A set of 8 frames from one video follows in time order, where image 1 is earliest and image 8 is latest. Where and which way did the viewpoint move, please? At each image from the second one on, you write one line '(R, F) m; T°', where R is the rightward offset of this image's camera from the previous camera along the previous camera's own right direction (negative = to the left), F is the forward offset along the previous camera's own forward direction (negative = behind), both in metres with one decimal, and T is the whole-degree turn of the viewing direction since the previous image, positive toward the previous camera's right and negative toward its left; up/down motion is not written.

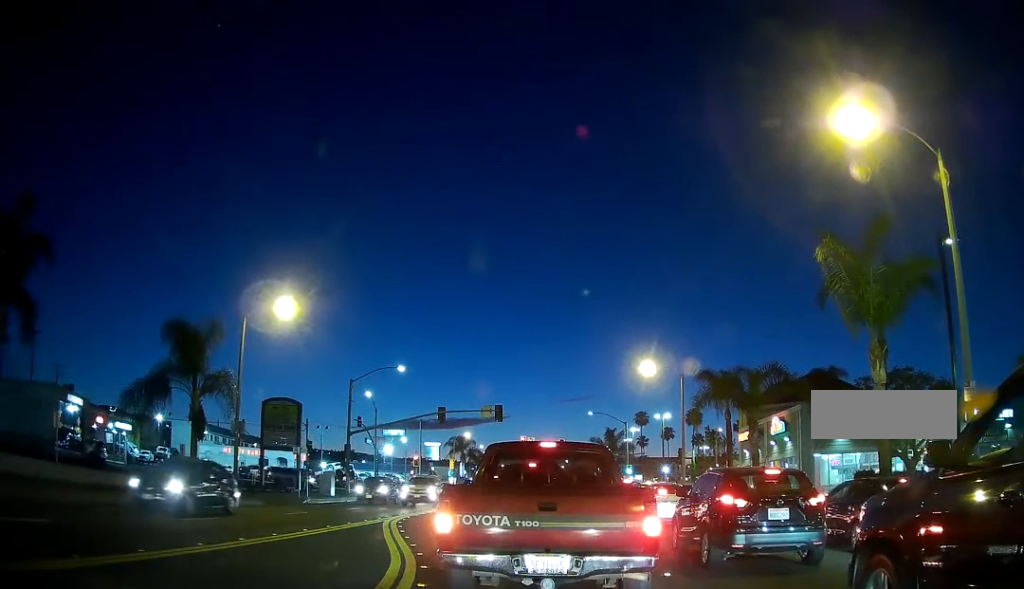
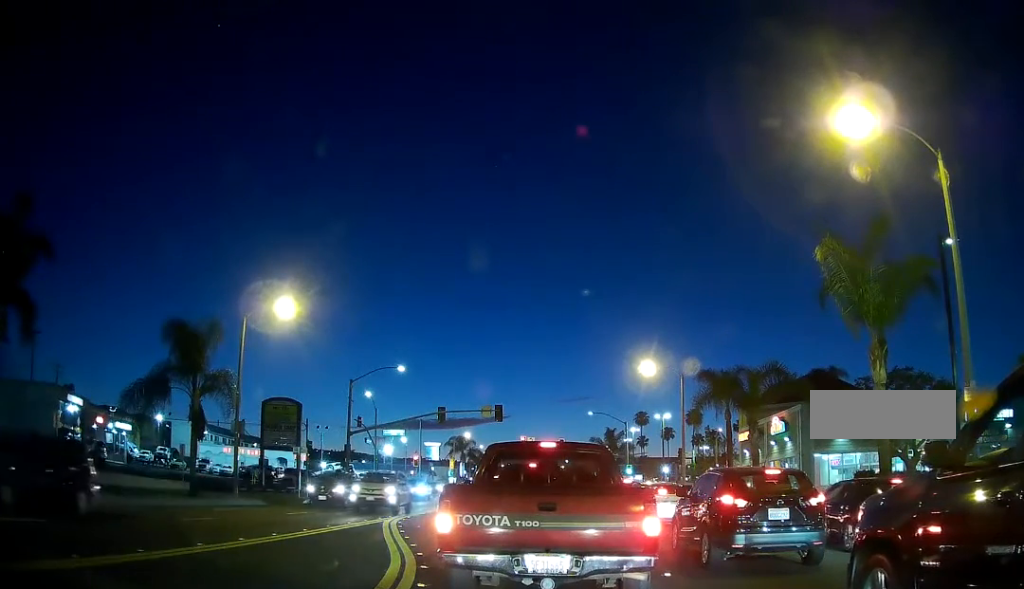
(0.0, 0.0) m; 0°
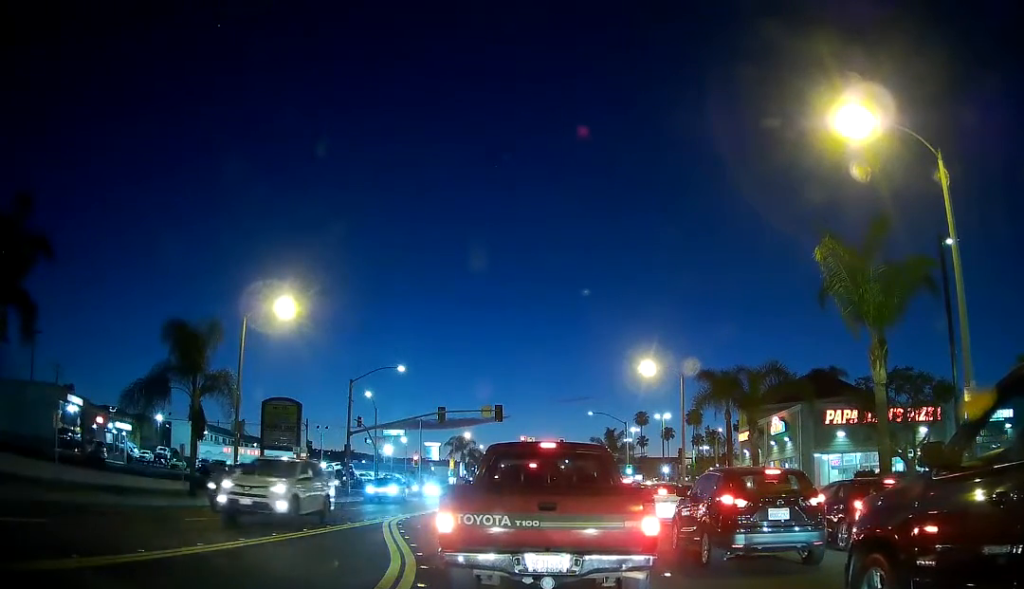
(0.0, 0.0) m; 0°
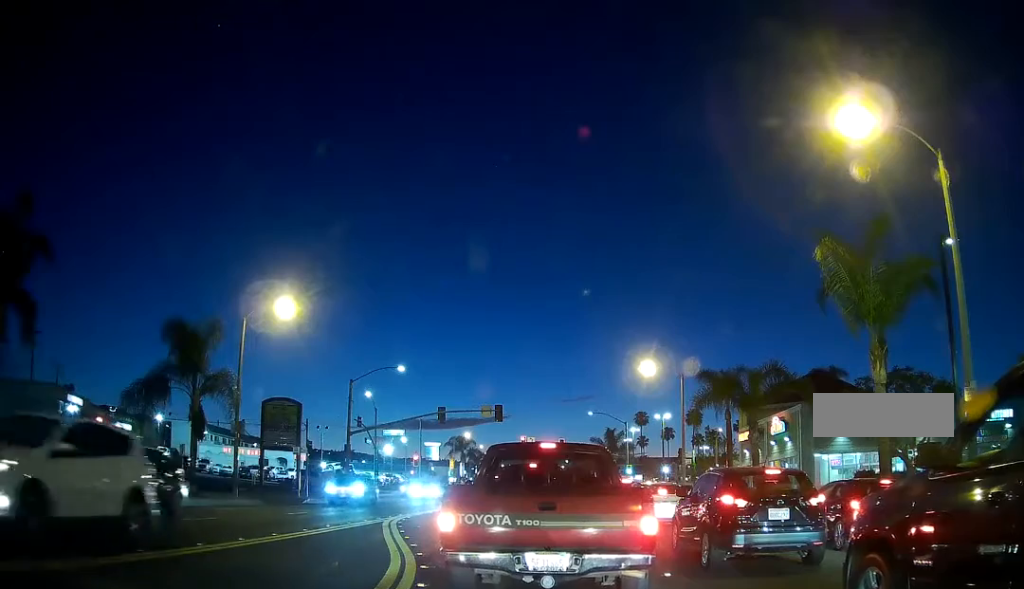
(0.0, 0.0) m; 0°
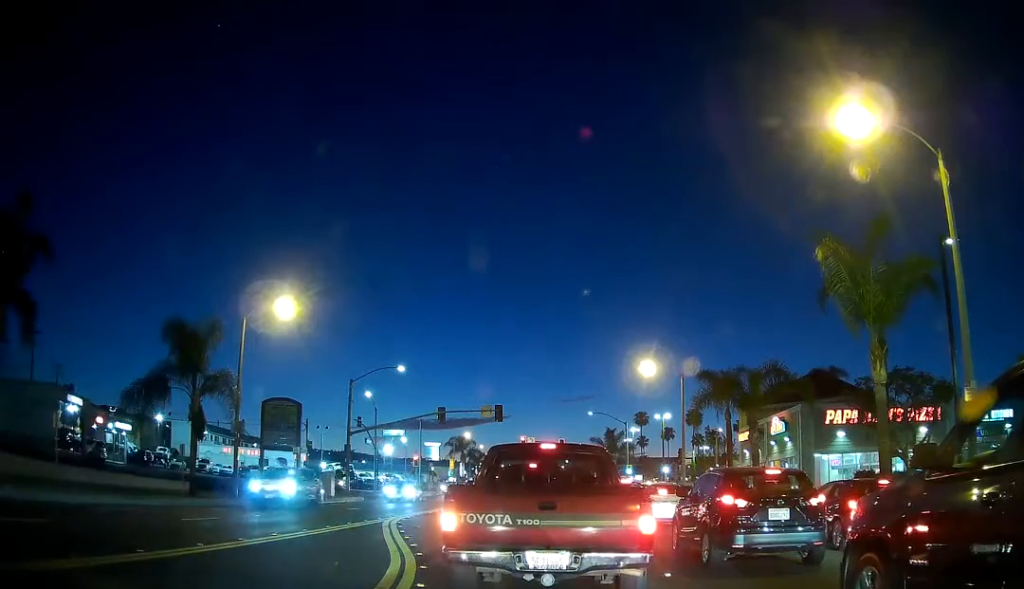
(0.0, 0.0) m; 0°
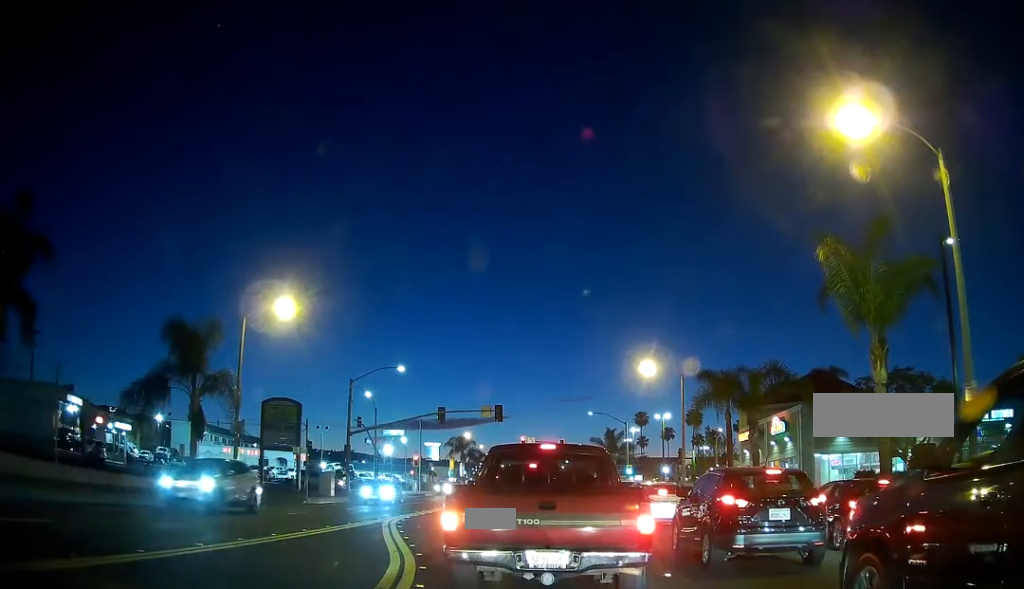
(0.0, 0.0) m; 0°
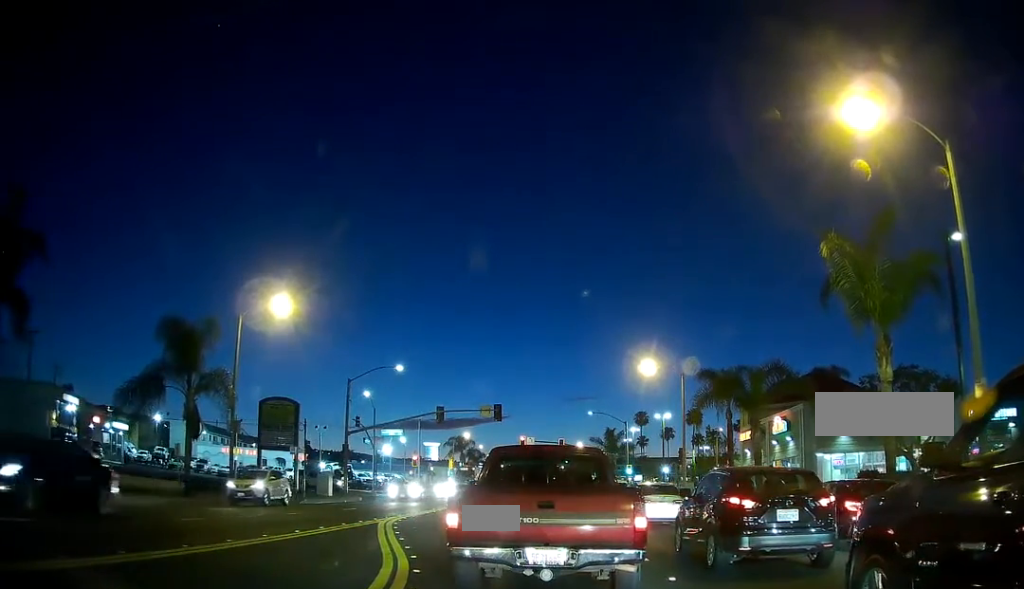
(0.0, +0.4) m; 0°
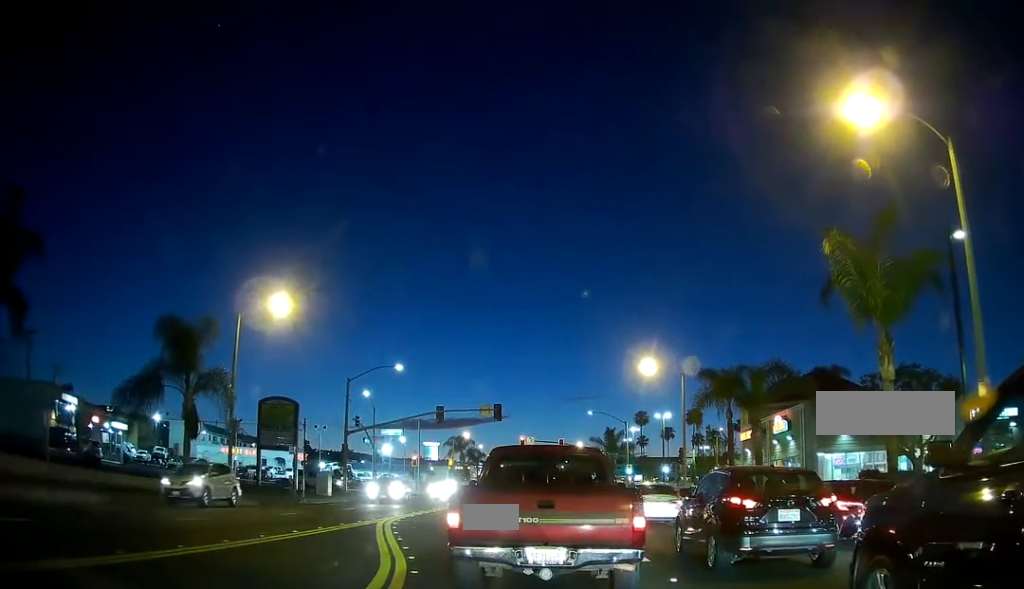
(0.0, 0.0) m; 0°
